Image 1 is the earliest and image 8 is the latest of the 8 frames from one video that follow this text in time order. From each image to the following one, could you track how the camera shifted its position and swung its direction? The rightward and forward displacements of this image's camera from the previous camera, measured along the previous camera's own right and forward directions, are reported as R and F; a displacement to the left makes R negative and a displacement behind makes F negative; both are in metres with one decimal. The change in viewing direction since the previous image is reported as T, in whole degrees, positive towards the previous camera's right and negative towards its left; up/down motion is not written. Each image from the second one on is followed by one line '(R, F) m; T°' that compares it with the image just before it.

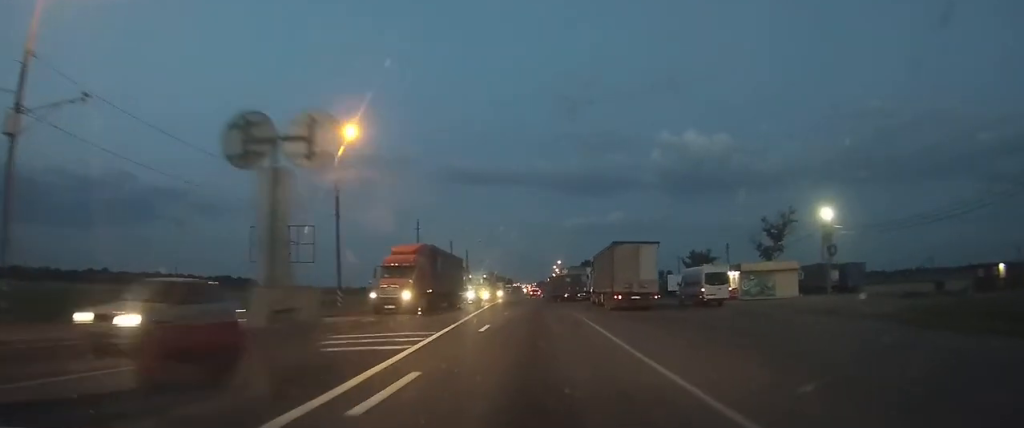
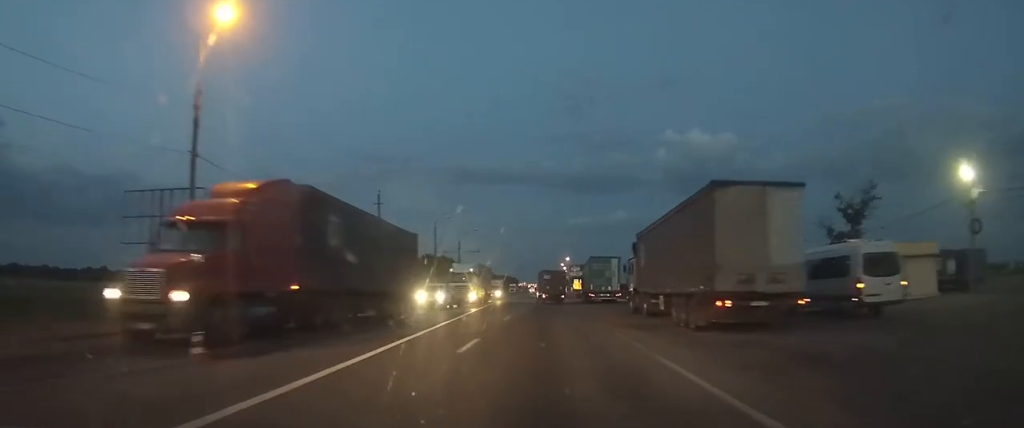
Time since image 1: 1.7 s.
(-0.4, +18.6) m; -3°
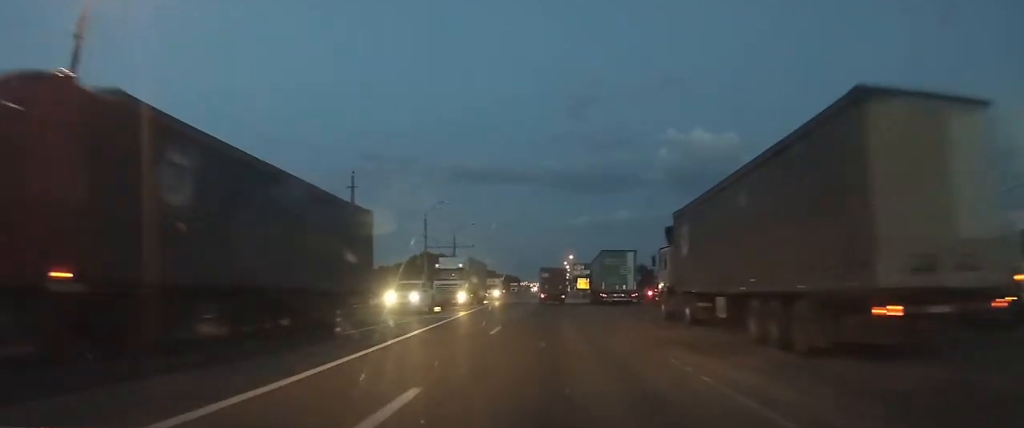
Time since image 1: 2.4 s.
(-0.1, +7.5) m; -1°
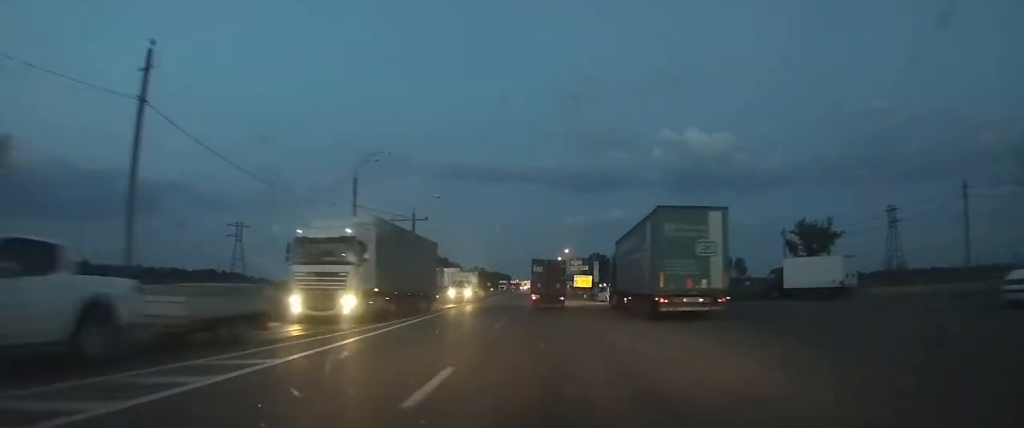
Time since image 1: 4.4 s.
(+0.2, +22.9) m; +1°
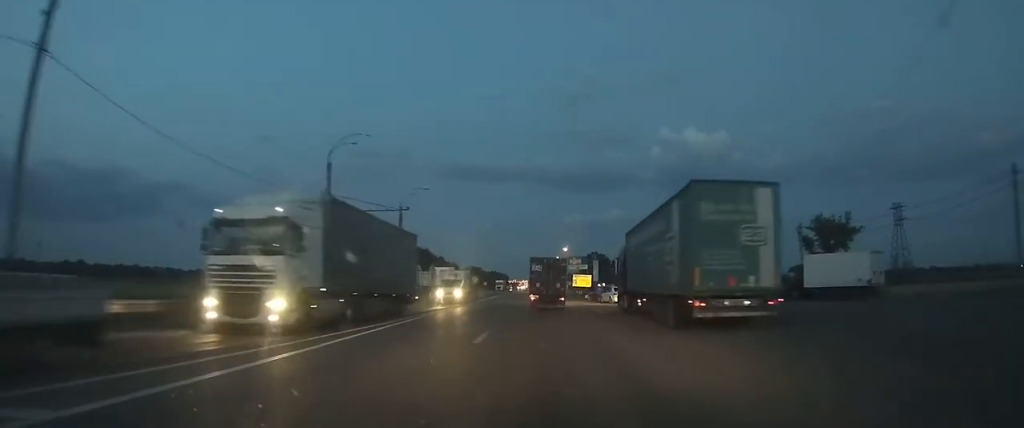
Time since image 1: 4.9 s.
(0.0, +5.1) m; 0°
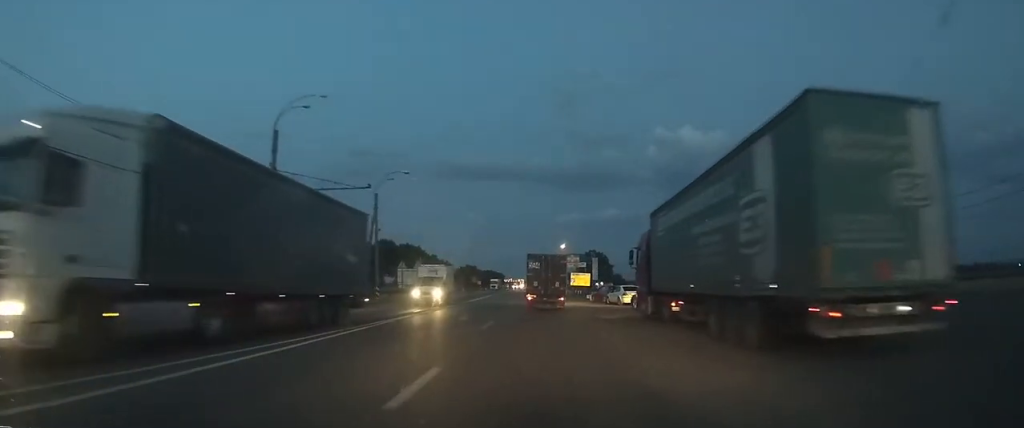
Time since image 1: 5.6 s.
(0.0, +7.9) m; 0°
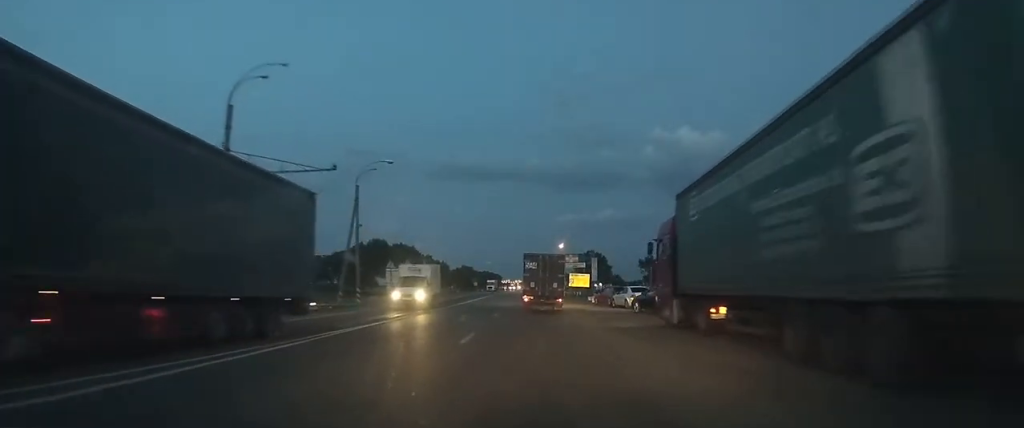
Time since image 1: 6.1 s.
(0.0, +4.9) m; 0°
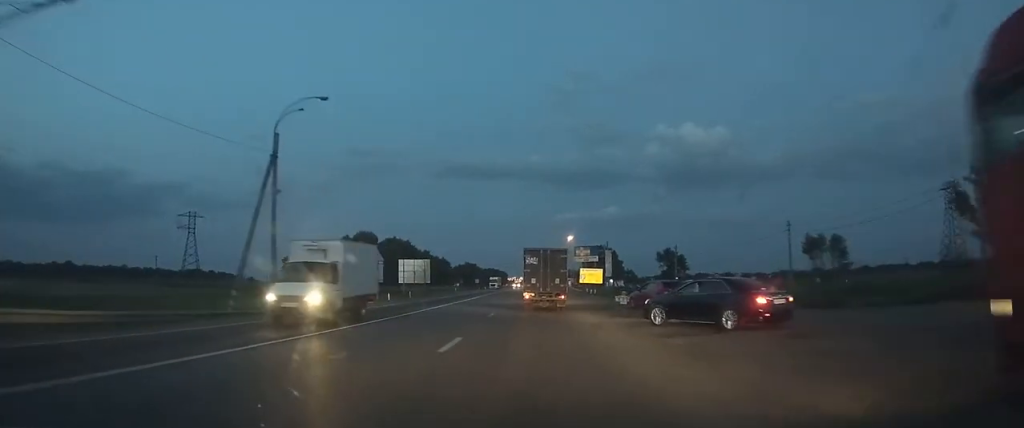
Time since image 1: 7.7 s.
(+0.1, +15.5) m; +2°
